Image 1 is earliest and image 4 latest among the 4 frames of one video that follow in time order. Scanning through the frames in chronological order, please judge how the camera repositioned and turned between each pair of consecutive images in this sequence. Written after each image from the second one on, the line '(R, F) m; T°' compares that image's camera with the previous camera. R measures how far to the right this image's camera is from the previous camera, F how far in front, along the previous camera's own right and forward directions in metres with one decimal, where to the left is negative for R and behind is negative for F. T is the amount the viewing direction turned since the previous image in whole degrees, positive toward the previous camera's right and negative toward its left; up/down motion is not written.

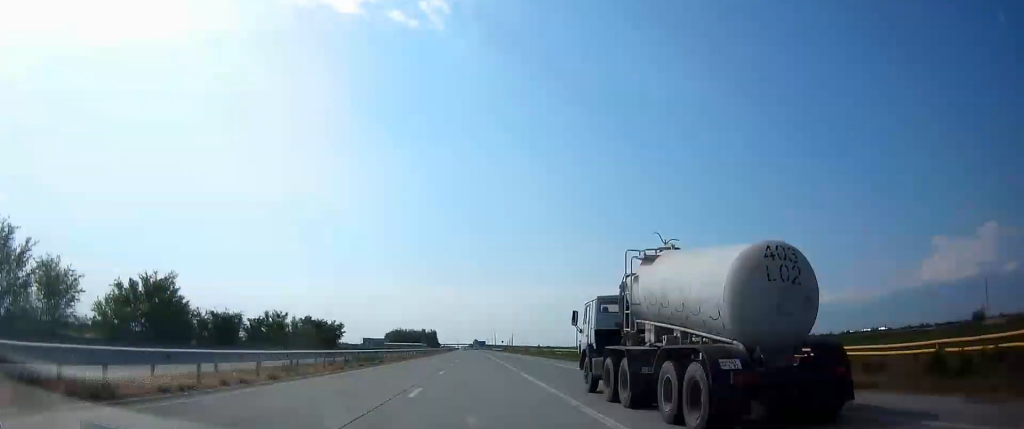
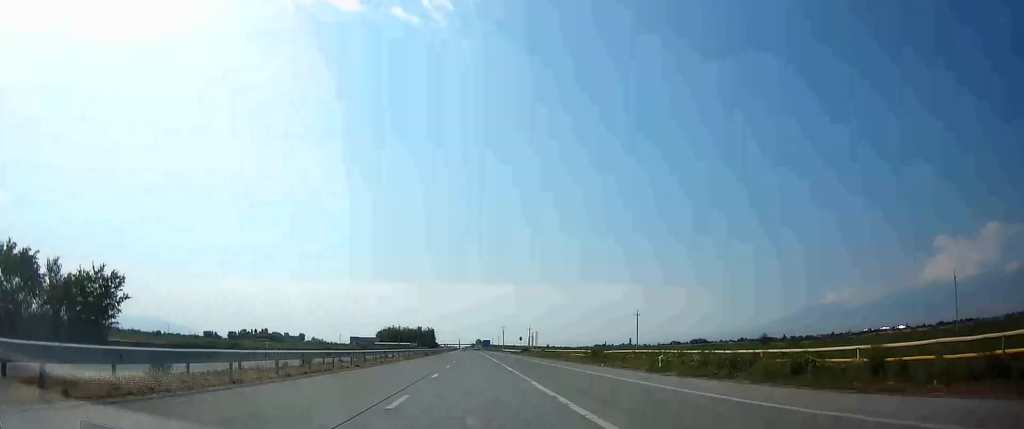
(-0.1, +73.7) m; -1°
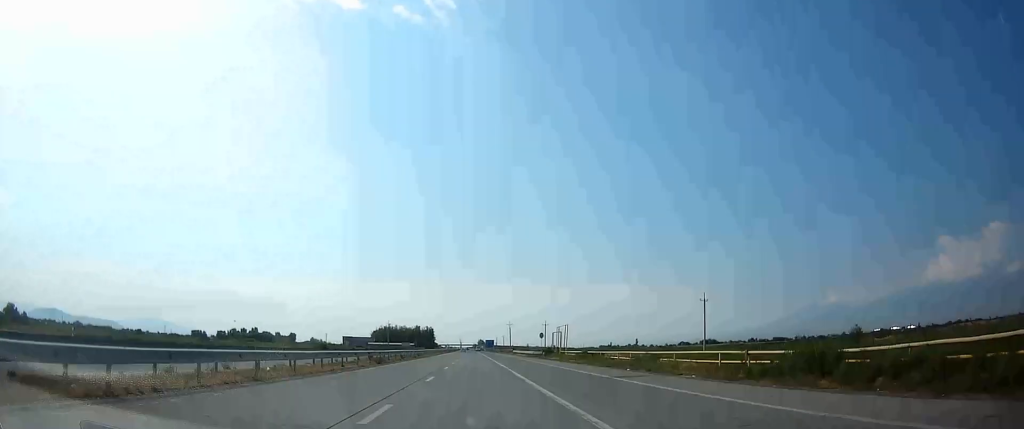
(+0.1, +38.0) m; +1°
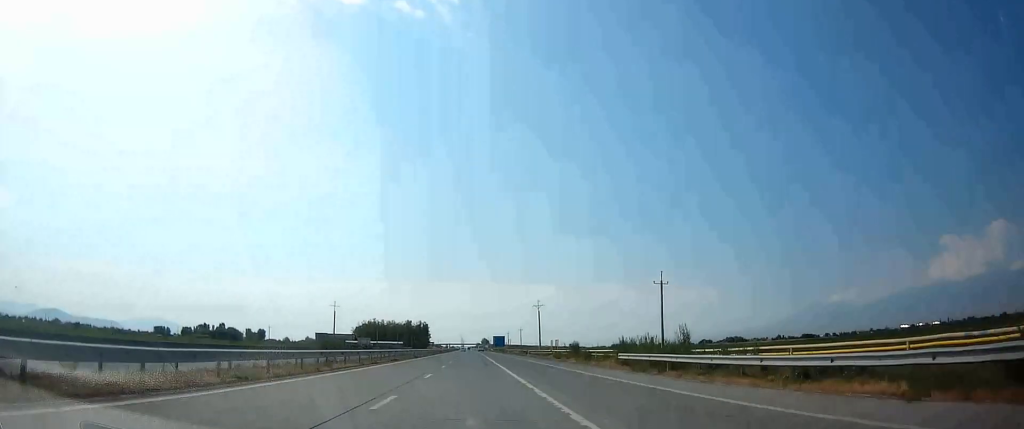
(-0.5, +93.6) m; -1°
